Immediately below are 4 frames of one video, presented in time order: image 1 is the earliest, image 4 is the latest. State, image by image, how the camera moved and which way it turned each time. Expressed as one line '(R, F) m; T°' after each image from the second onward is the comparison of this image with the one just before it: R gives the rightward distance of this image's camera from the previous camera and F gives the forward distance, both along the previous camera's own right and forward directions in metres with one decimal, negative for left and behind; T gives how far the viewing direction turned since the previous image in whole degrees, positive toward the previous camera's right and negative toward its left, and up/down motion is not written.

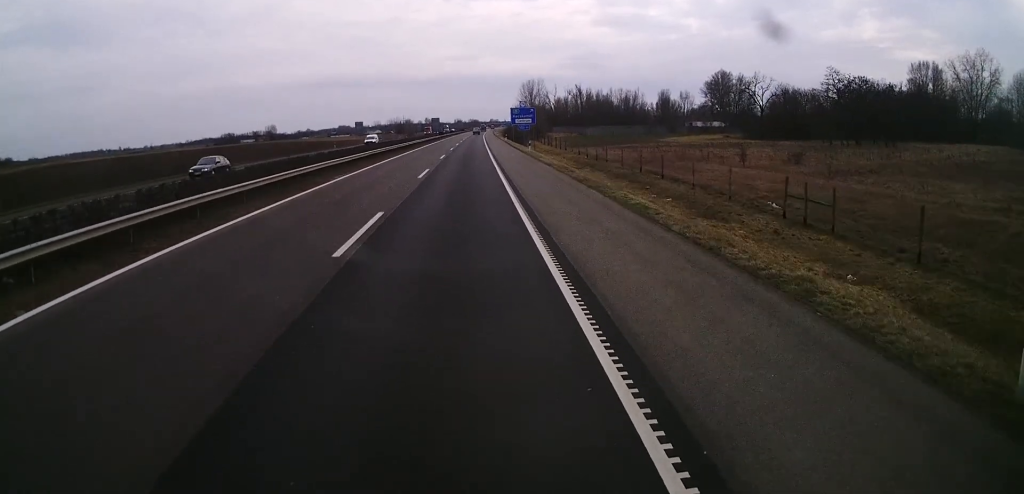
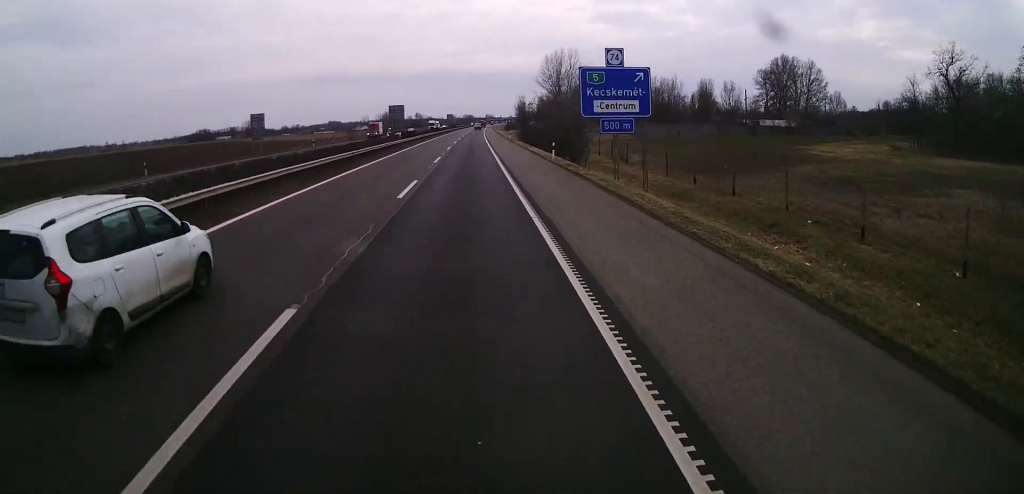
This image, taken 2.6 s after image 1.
(-0.2, +66.6) m; 0°
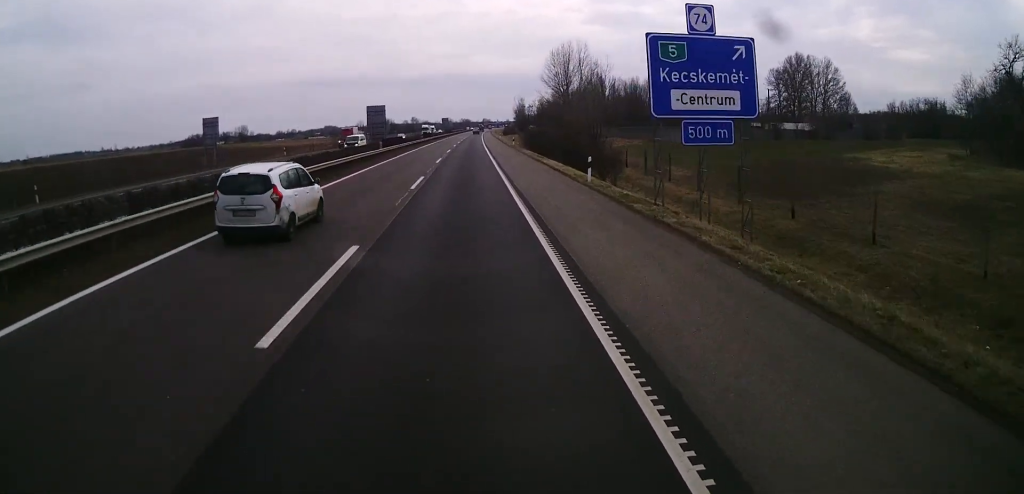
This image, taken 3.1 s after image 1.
(+0.1, +13.6) m; 0°
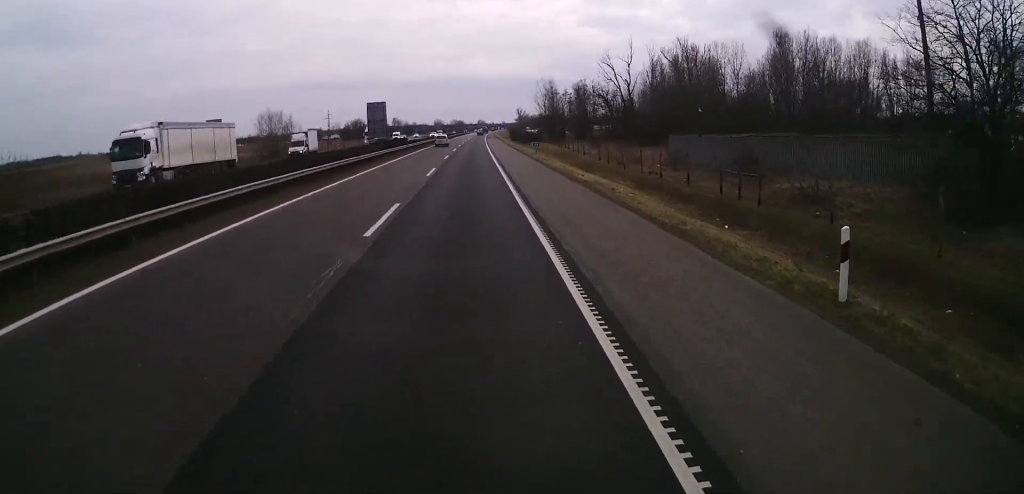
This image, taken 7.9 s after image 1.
(+1.4, +119.6) m; +1°
